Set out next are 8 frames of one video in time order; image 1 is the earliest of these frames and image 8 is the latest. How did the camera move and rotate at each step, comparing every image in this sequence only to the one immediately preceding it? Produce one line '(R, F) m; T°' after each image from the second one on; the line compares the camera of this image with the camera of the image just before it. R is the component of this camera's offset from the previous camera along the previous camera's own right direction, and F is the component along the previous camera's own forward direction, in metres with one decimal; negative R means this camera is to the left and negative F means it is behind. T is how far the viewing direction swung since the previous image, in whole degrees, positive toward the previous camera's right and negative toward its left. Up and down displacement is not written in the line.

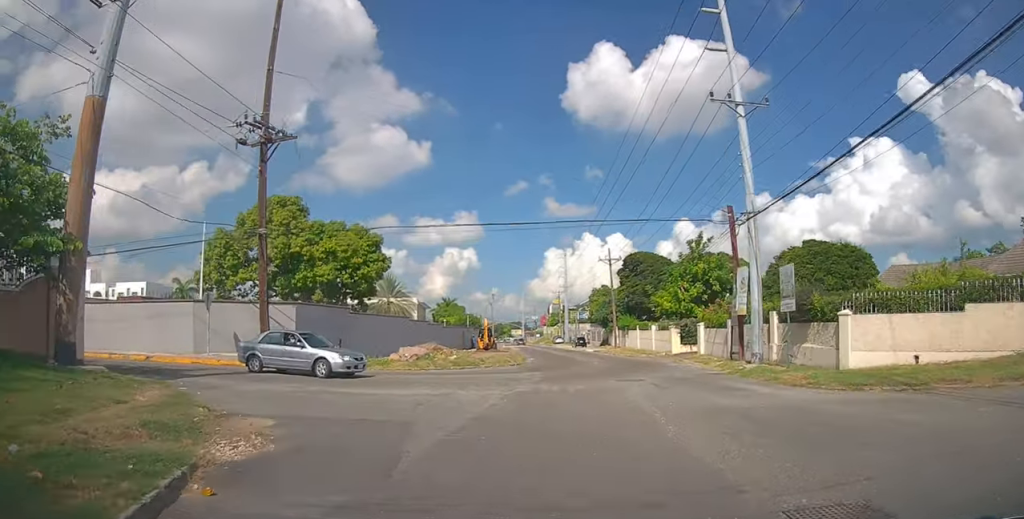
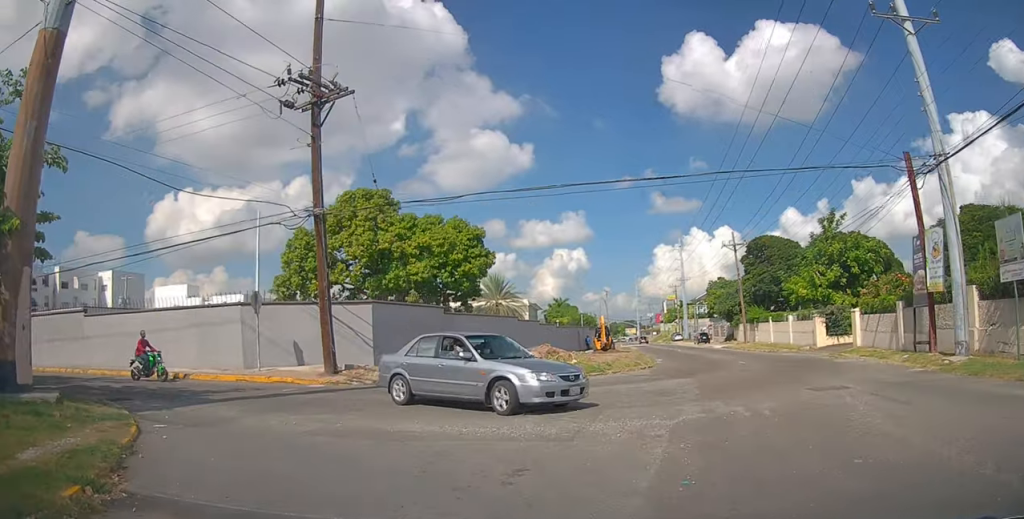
(-0.5, +5.8) m; -13°
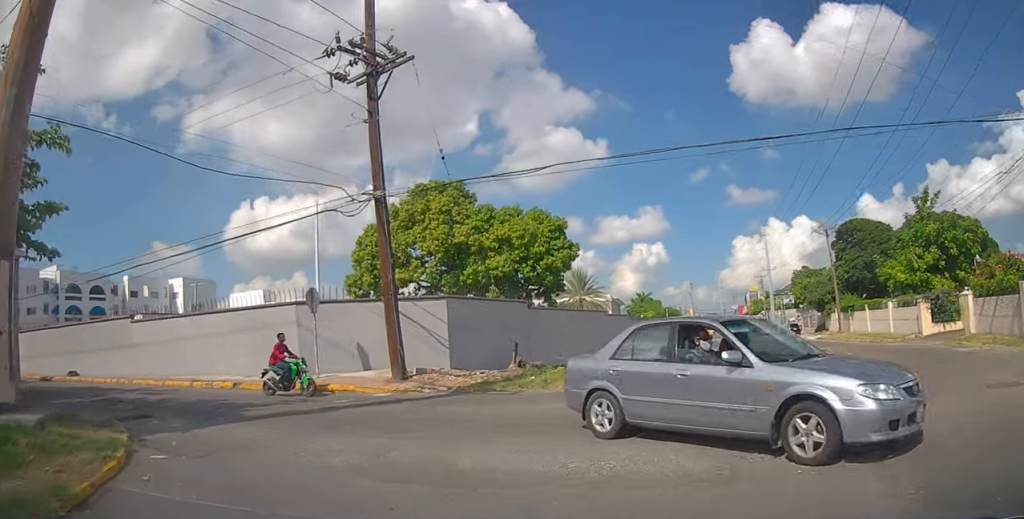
(-0.4, +2.4) m; -12°
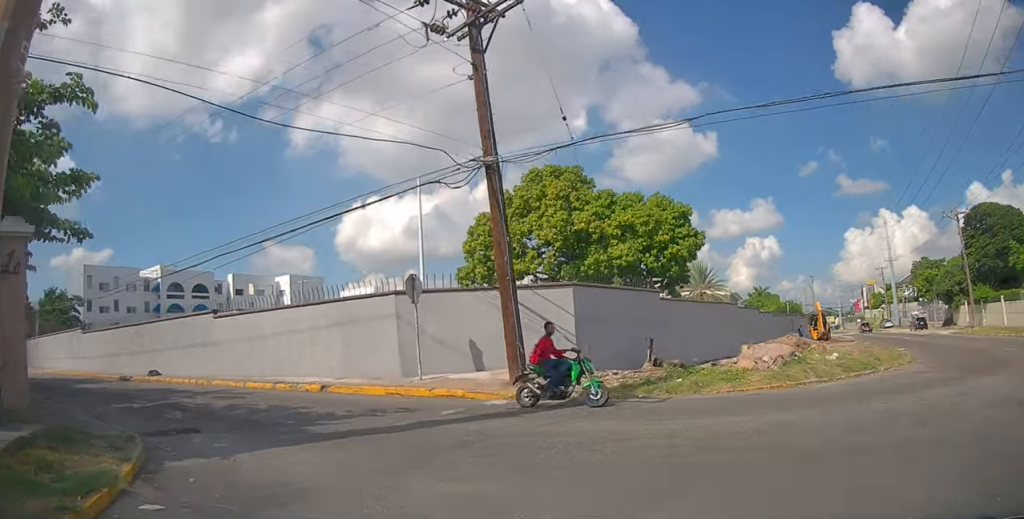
(-0.2, +2.7) m; -14°
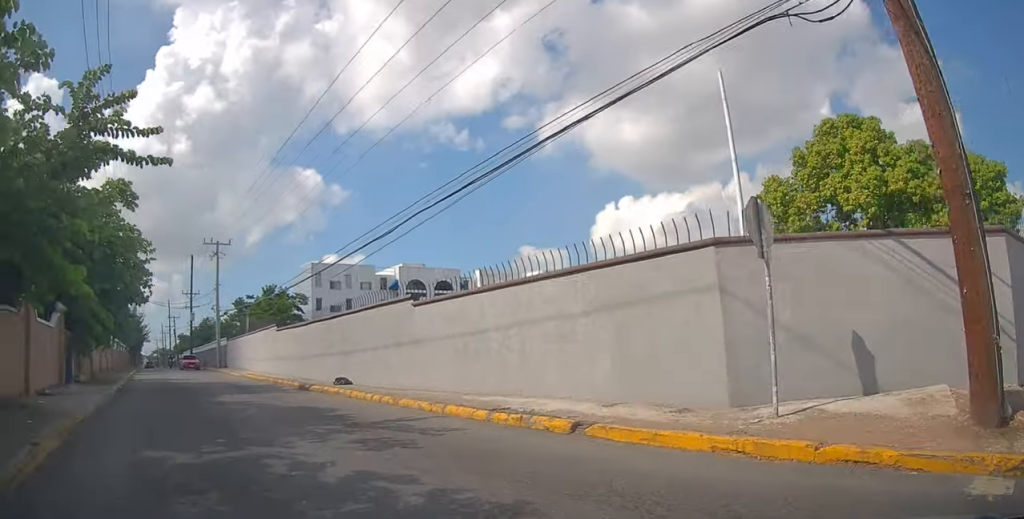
(-2.2, +6.5) m; -29°
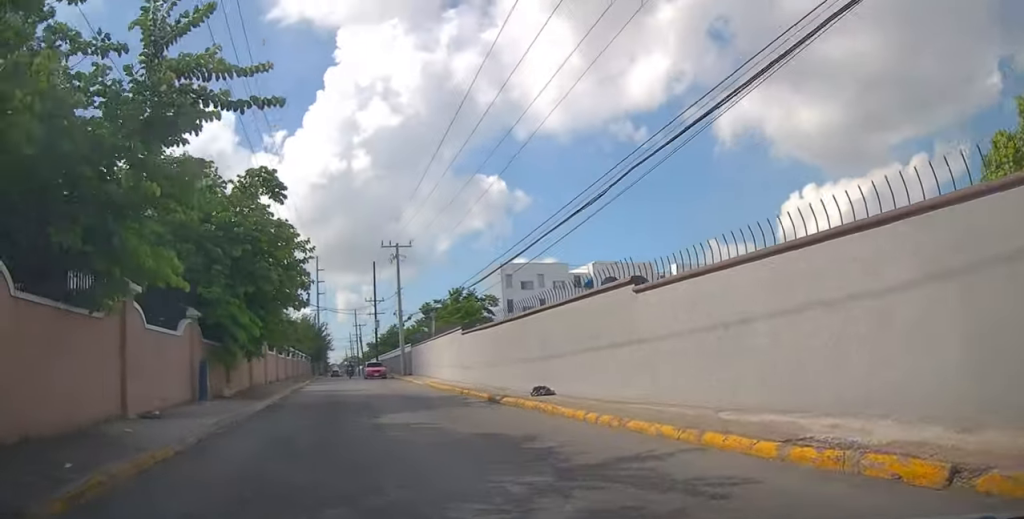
(-0.2, +3.7) m; -12°
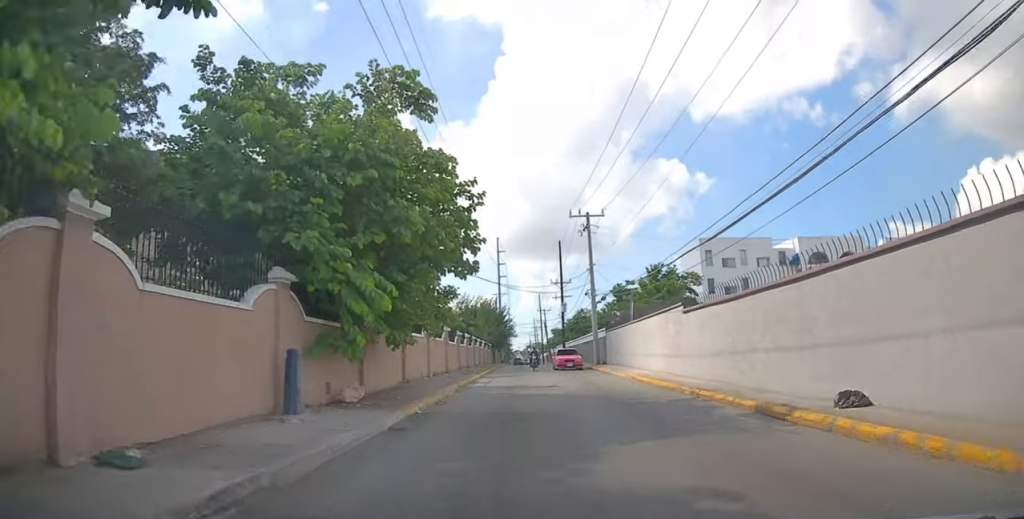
(-0.9, +5.9) m; -11°
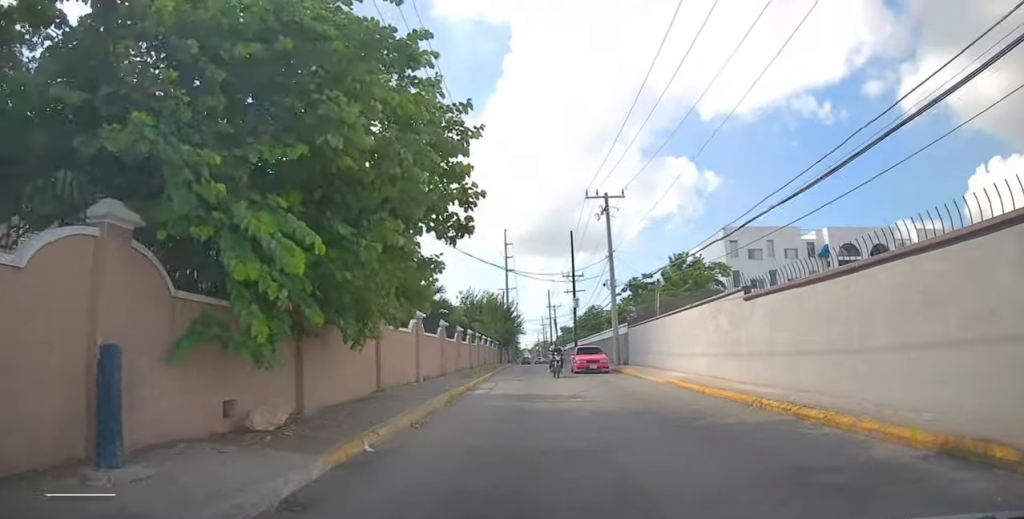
(-0.1, +4.7) m; 0°
